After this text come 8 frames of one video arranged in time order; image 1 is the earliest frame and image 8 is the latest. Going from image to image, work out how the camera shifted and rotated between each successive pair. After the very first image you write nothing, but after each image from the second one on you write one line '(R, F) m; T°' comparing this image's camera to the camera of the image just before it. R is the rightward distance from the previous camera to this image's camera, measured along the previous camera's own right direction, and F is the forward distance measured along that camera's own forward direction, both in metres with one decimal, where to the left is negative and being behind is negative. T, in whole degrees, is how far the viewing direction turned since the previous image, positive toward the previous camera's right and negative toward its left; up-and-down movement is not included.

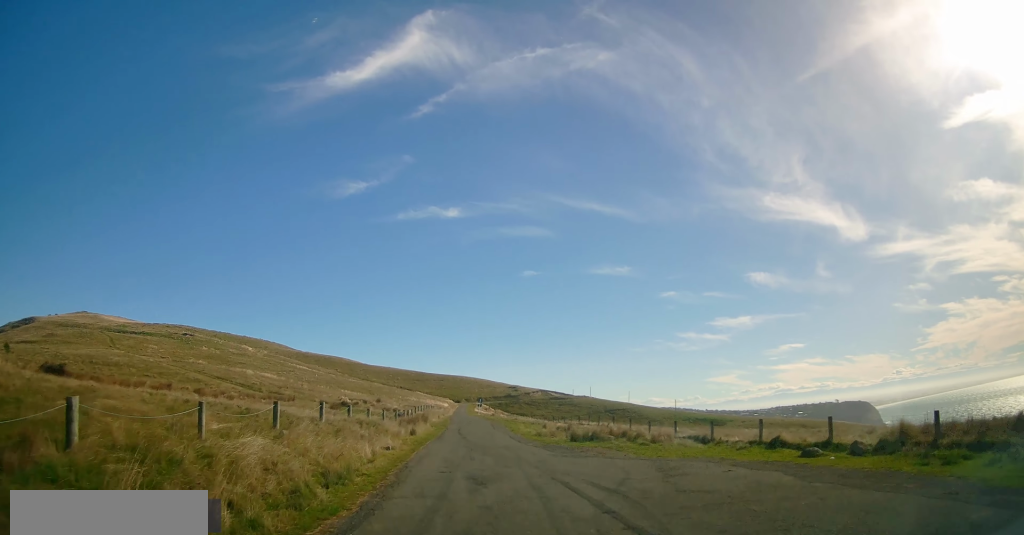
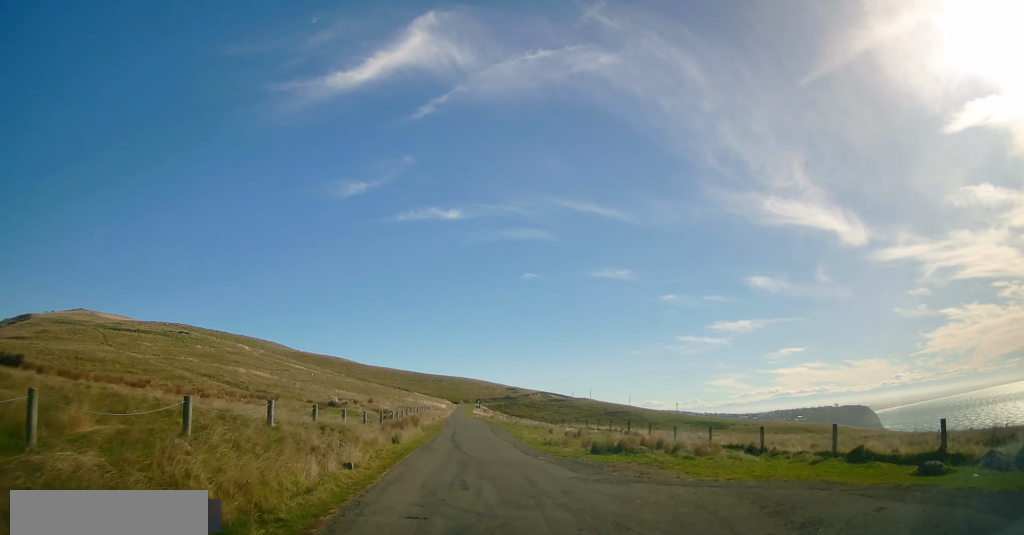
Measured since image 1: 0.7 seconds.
(+0.1, +4.9) m; -1°
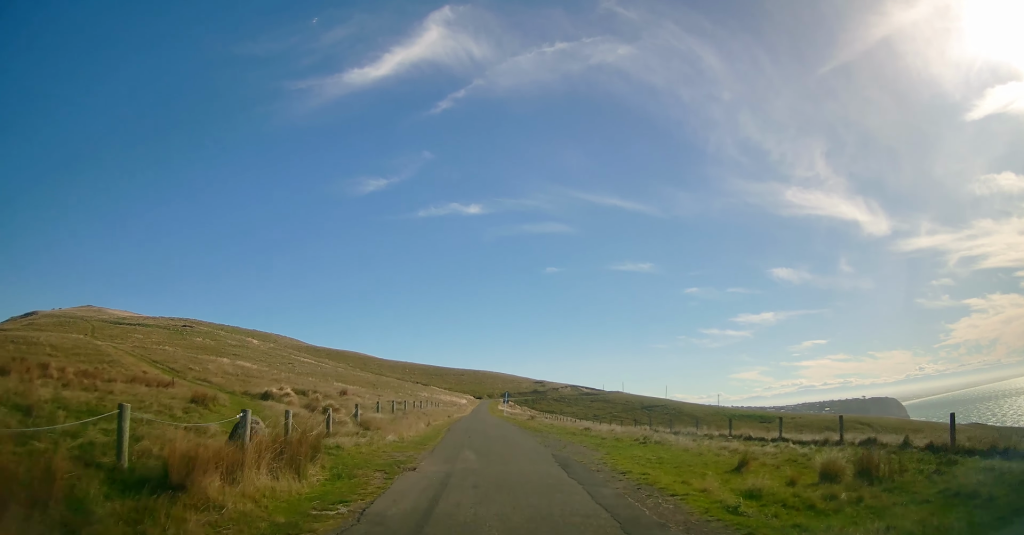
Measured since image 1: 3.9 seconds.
(-1.1, +26.7) m; -2°
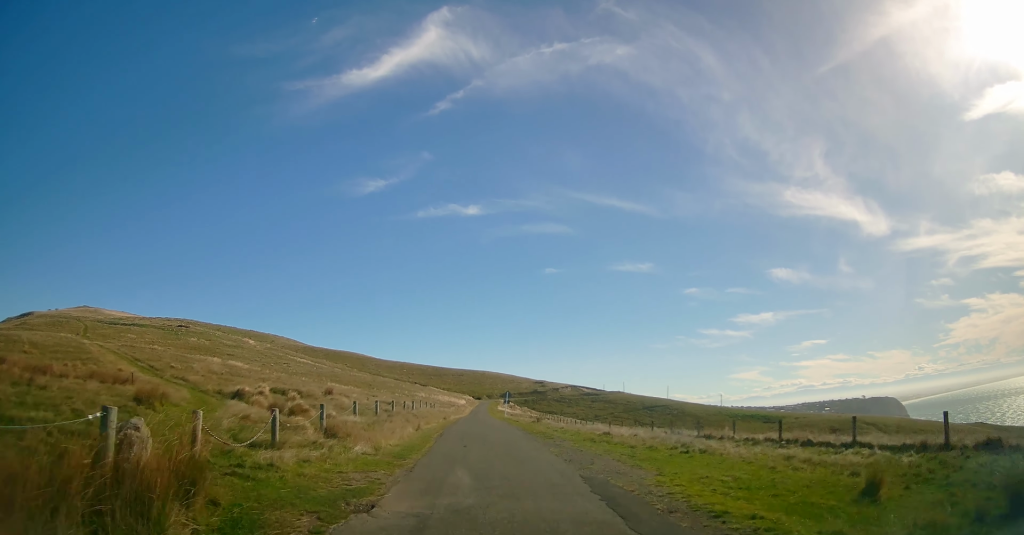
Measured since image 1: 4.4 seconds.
(0.0, +4.7) m; 0°
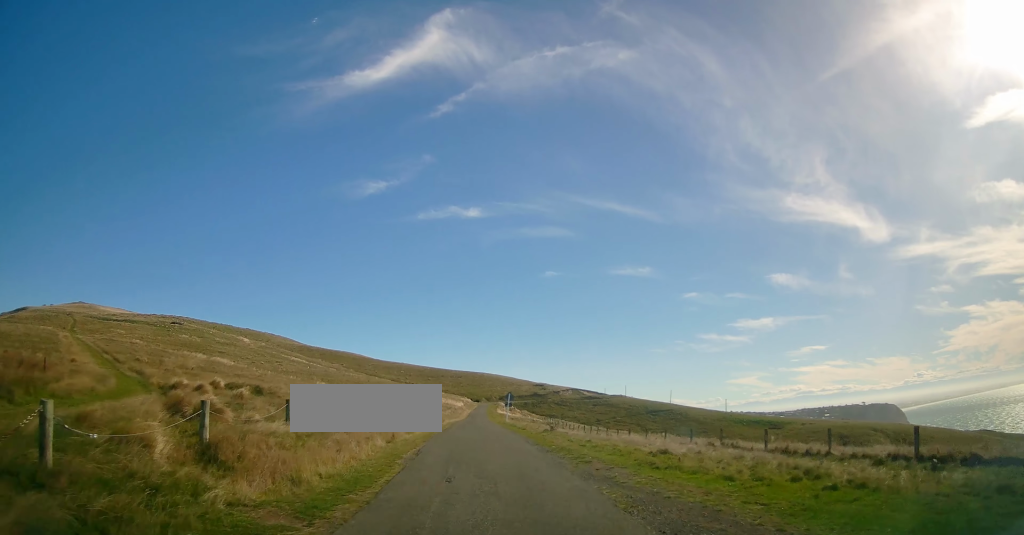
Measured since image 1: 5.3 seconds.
(-0.1, +7.7) m; +1°
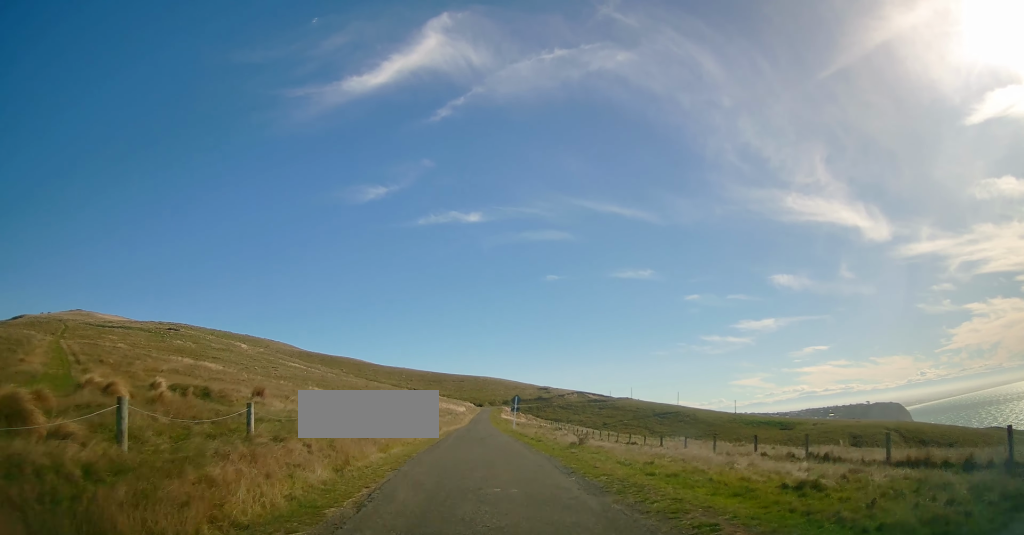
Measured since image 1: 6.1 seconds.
(+0.3, +7.4) m; -1°
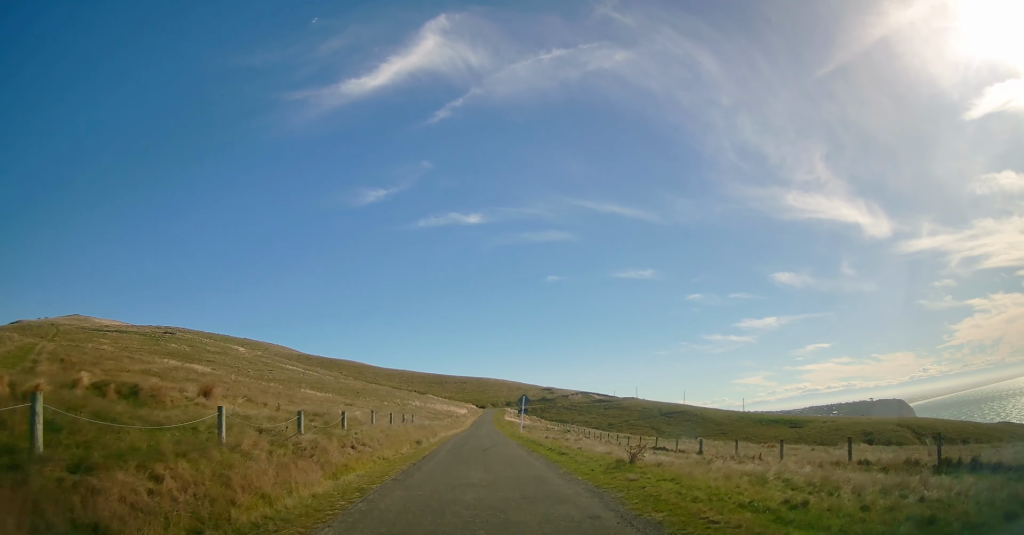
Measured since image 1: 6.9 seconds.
(-0.4, +6.8) m; -2°
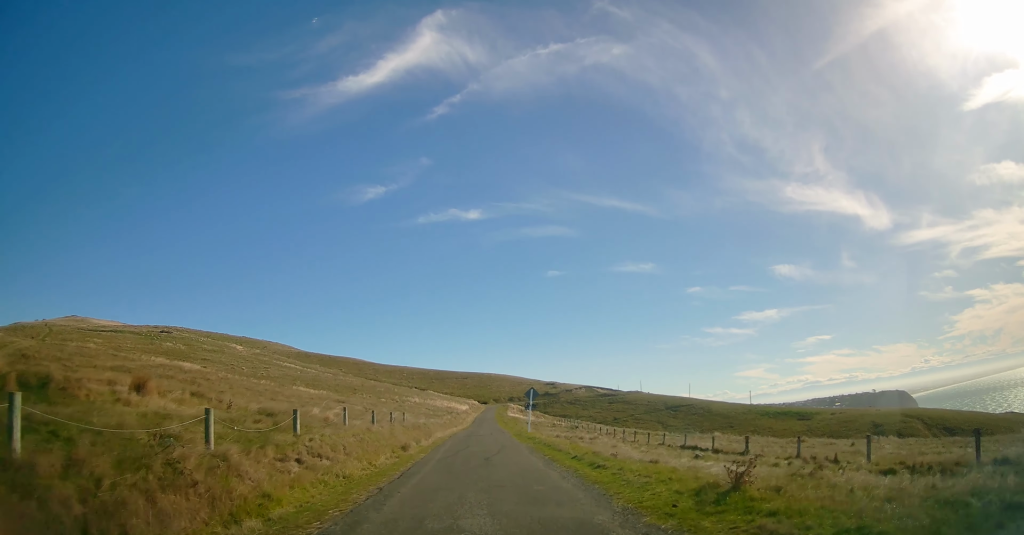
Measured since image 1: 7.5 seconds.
(0.0, +5.6) m; -1°
